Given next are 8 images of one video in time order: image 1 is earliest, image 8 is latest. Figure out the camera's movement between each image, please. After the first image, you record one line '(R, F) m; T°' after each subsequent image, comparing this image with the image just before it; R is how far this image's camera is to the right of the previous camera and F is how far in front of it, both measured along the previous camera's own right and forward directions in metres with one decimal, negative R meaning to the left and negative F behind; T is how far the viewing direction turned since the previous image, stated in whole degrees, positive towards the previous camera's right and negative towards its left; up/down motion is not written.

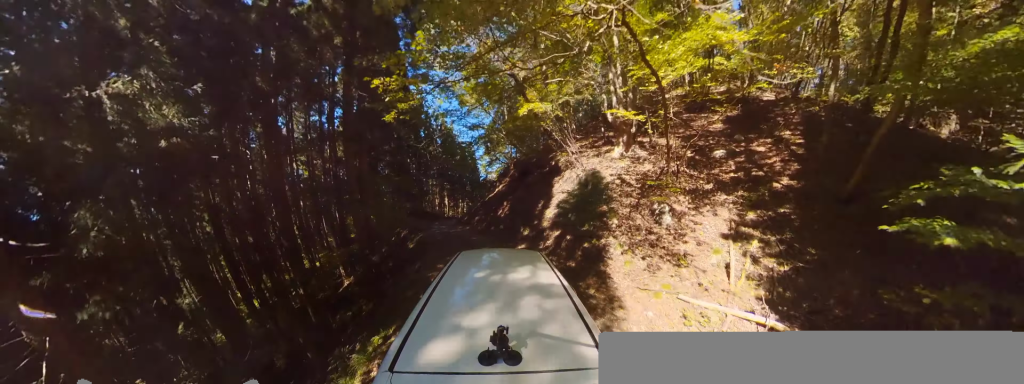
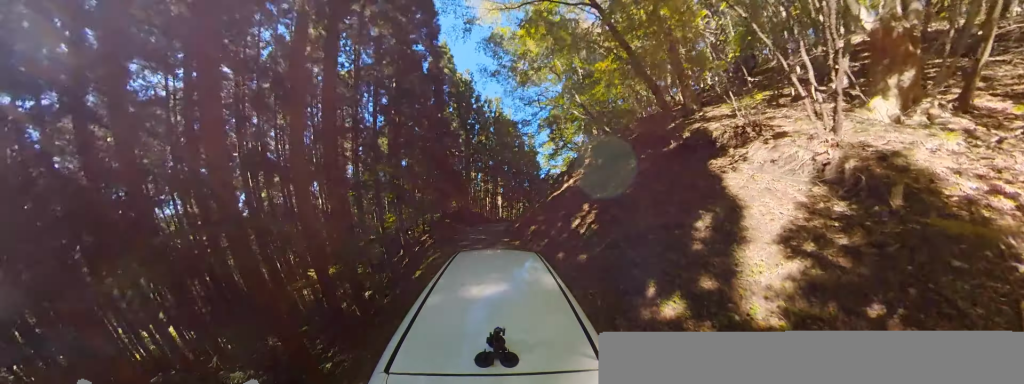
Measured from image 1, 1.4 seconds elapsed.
(-0.5, +5.3) m; -10°
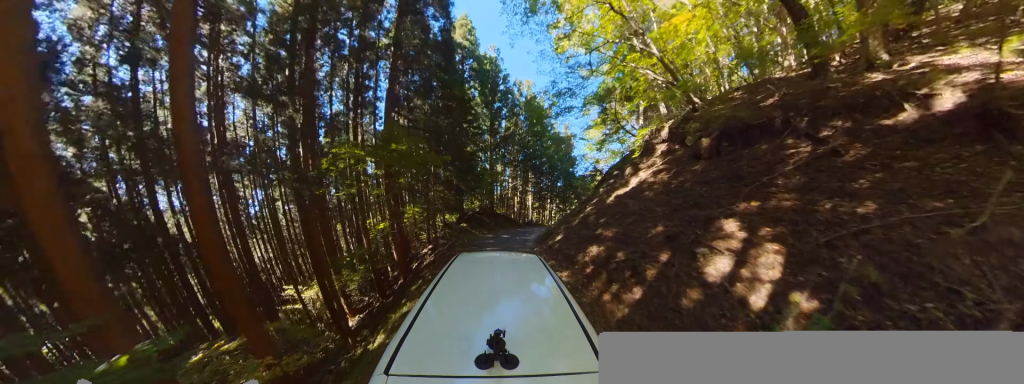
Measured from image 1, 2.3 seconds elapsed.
(+0.2, +4.3) m; +18°
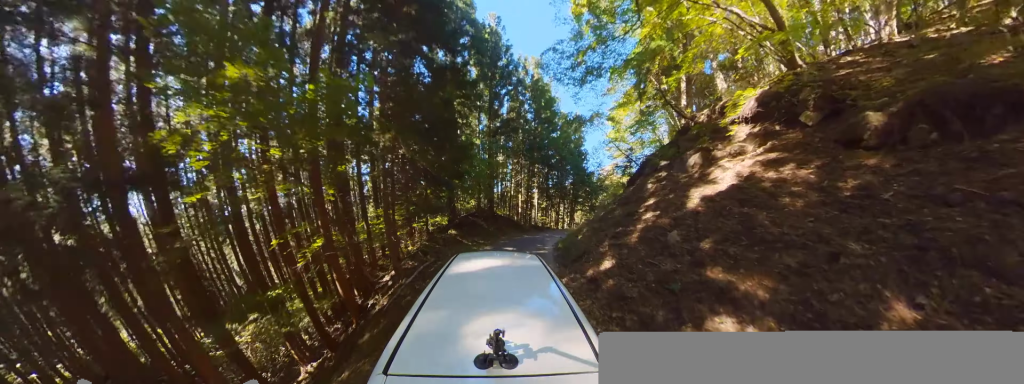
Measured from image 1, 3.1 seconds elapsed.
(+0.9, +4.3) m; +16°
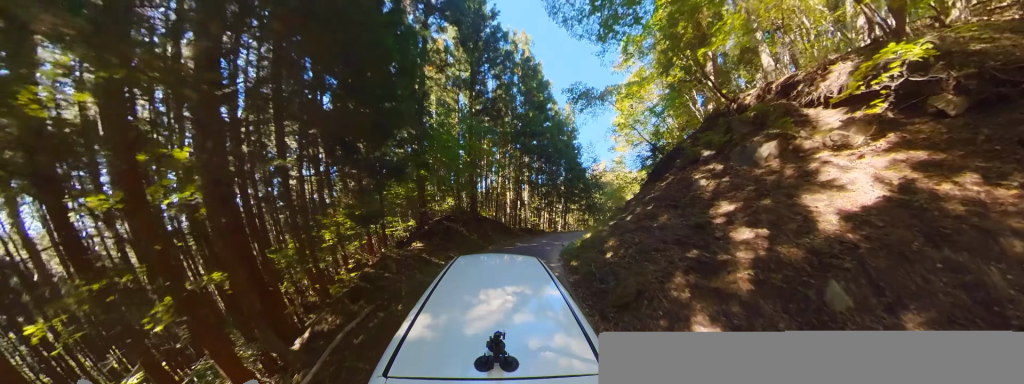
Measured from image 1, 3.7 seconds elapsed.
(+0.5, +4.4) m; +11°
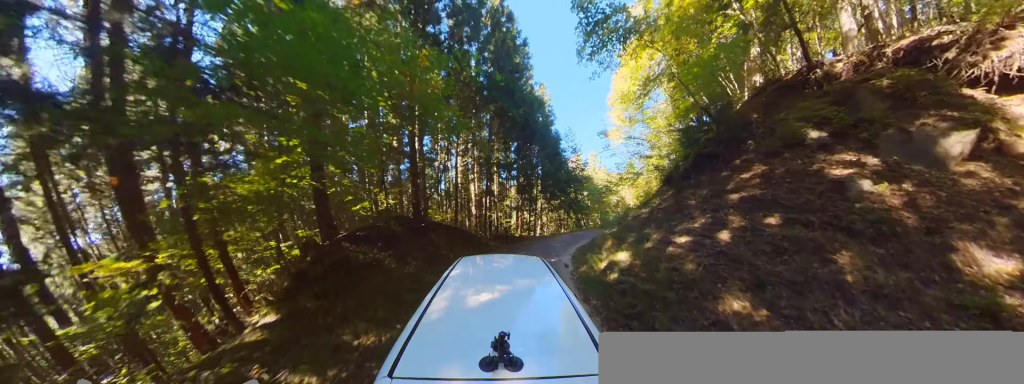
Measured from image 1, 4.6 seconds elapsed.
(+0.5, +6.7) m; +6°
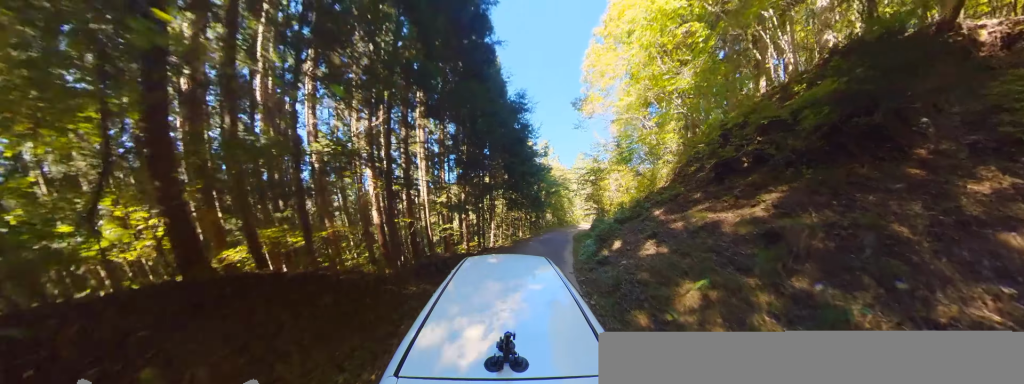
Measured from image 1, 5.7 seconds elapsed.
(+0.2, +8.2) m; +3°
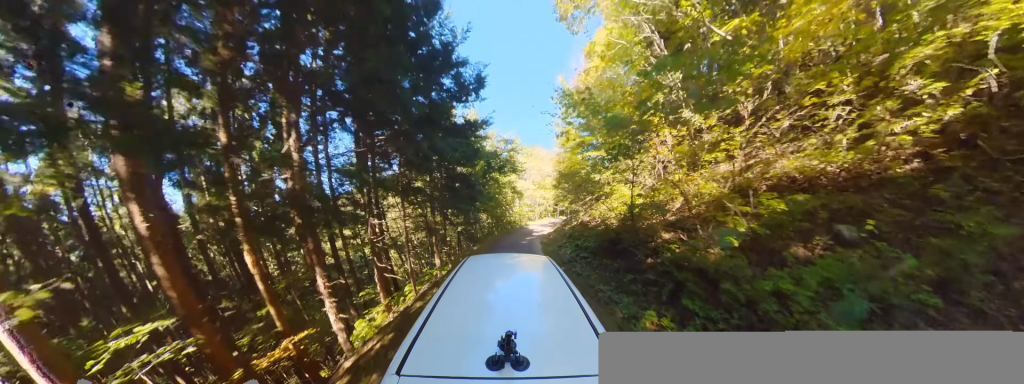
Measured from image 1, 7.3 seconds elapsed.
(+2.5, +11.8) m; +26°
